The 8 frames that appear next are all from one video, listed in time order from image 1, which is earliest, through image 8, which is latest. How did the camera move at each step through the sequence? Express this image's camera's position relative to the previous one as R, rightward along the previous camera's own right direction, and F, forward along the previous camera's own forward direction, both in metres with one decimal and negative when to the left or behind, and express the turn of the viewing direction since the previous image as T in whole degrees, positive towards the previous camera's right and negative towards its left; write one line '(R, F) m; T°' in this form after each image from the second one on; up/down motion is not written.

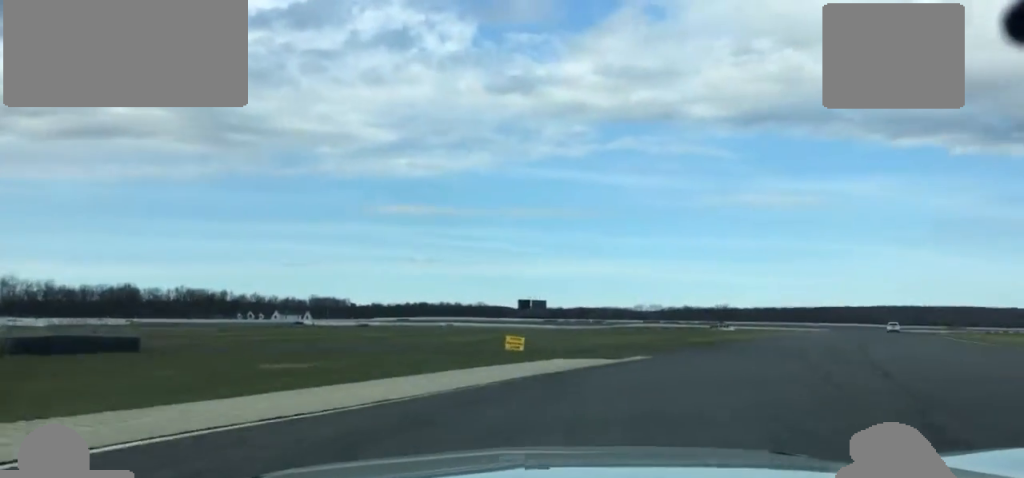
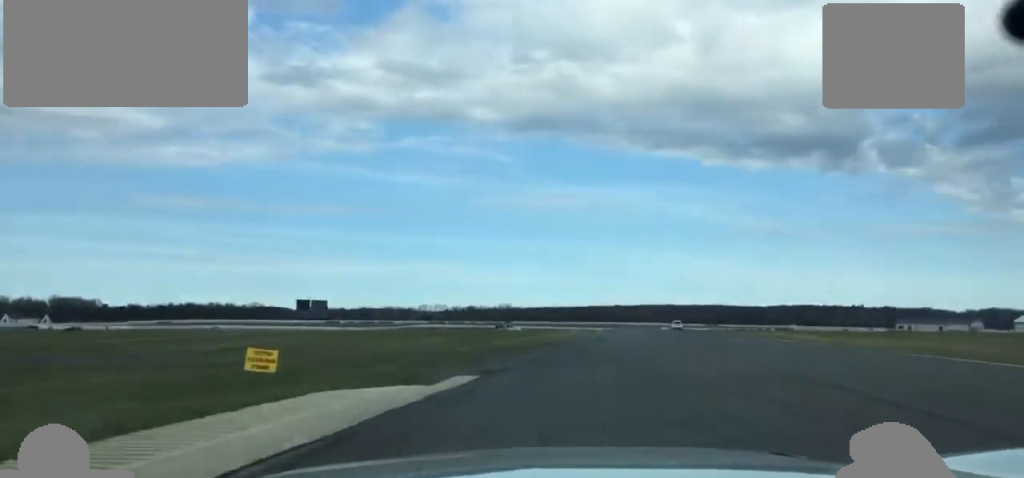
(+0.8, +11.5) m; +14°
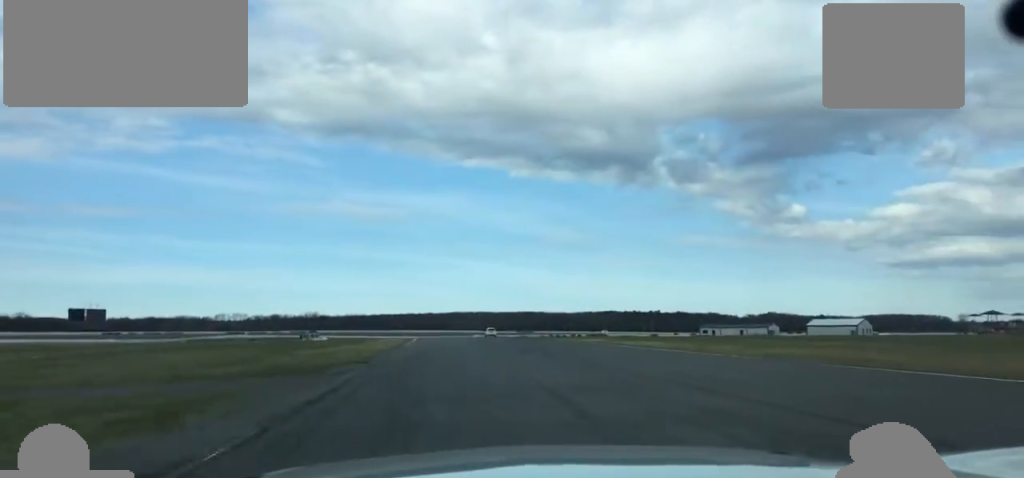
(+2.9, +15.4) m; +15°
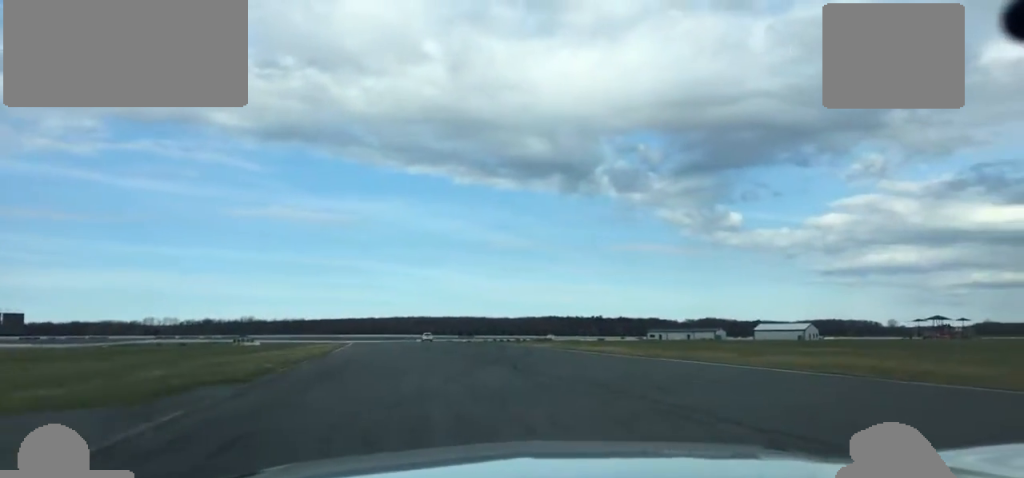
(+2.2, +10.7) m; +7°
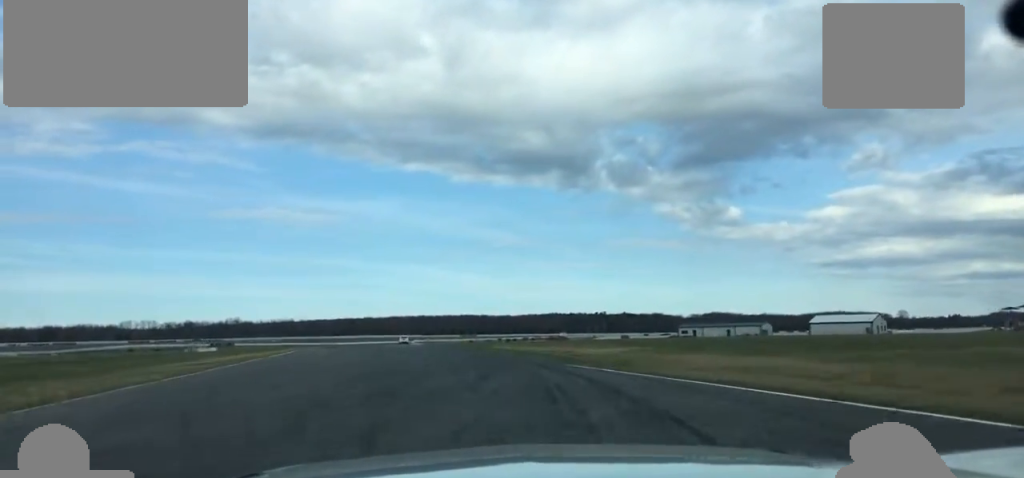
(-0.1, +42.1) m; -2°
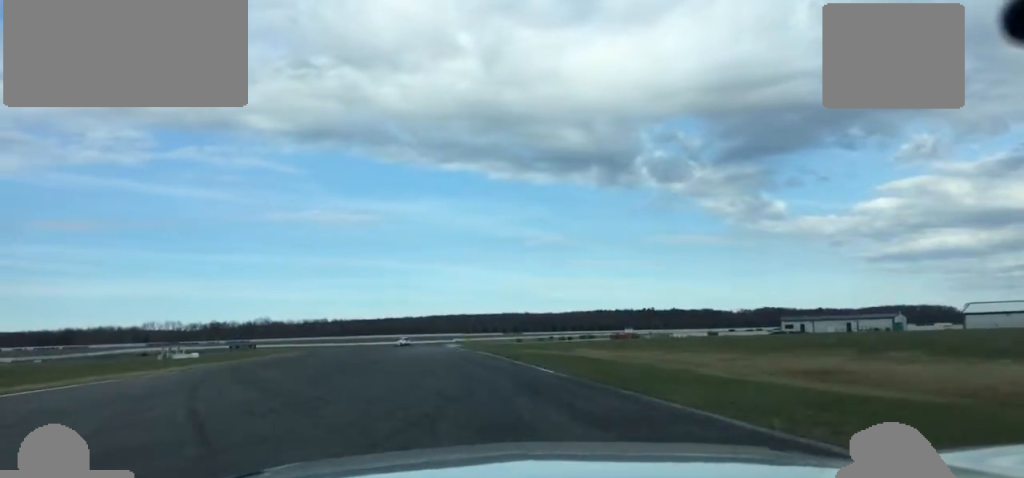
(-1.2, +46.6) m; -3°
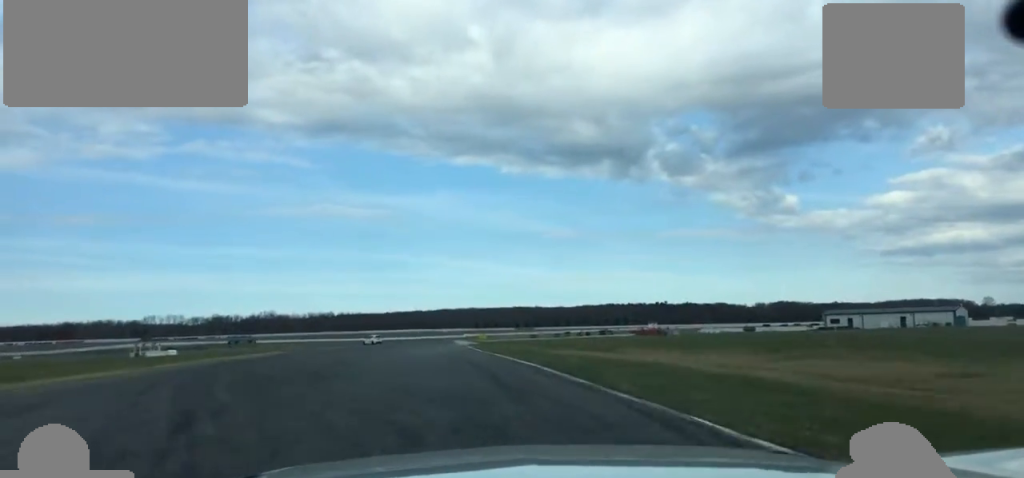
(-0.1, +16.6) m; -1°
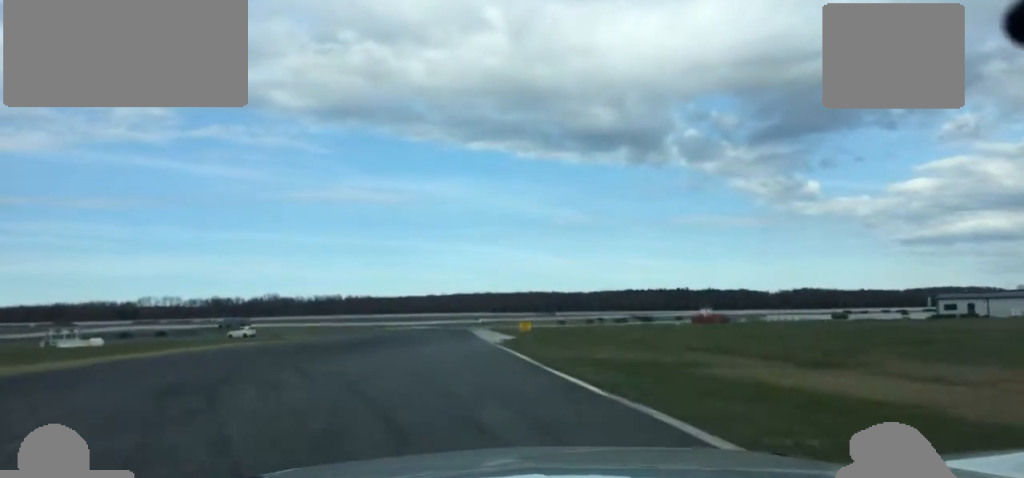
(-0.3, +32.5) m; 0°
